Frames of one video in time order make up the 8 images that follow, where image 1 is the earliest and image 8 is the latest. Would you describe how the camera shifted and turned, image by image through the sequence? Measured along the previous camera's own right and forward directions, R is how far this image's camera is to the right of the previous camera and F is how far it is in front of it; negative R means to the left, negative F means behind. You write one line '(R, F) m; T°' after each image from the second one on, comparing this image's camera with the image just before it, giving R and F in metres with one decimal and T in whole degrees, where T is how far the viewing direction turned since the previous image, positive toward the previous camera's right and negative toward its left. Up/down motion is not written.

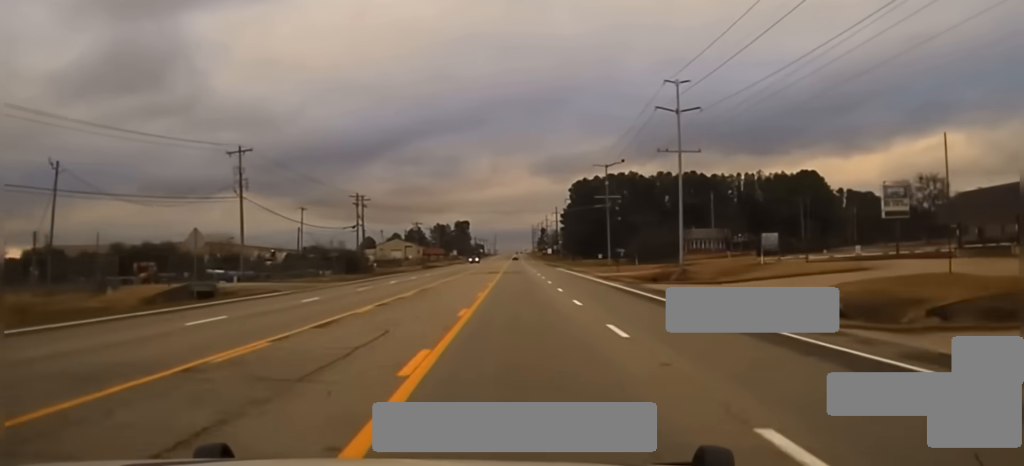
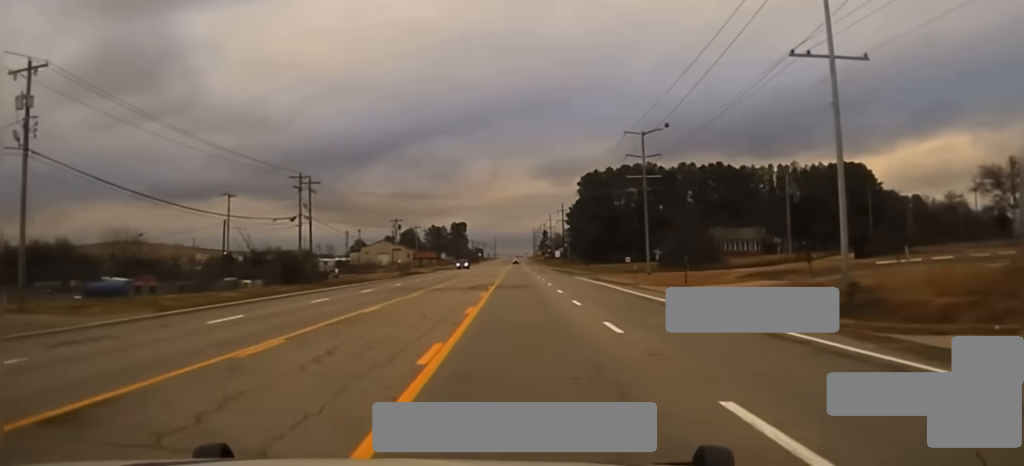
(0.0, +32.5) m; 0°
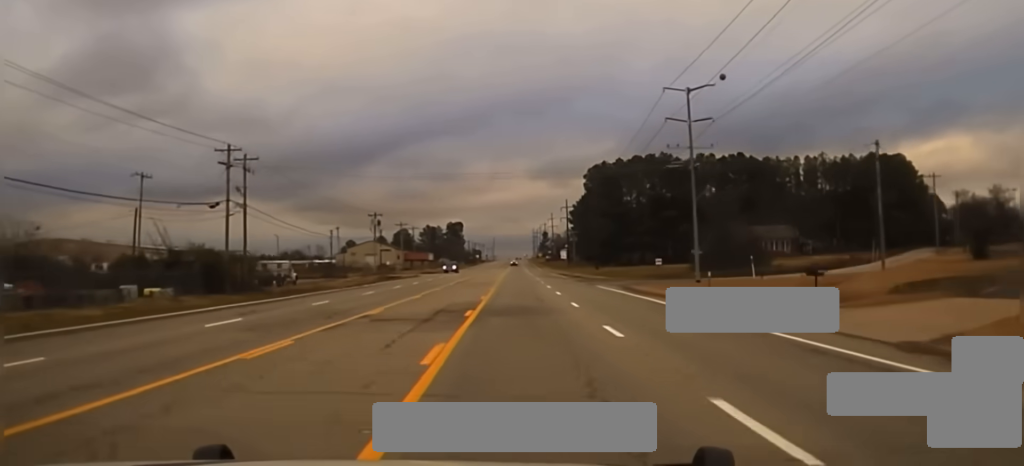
(0.0, +22.9) m; 0°
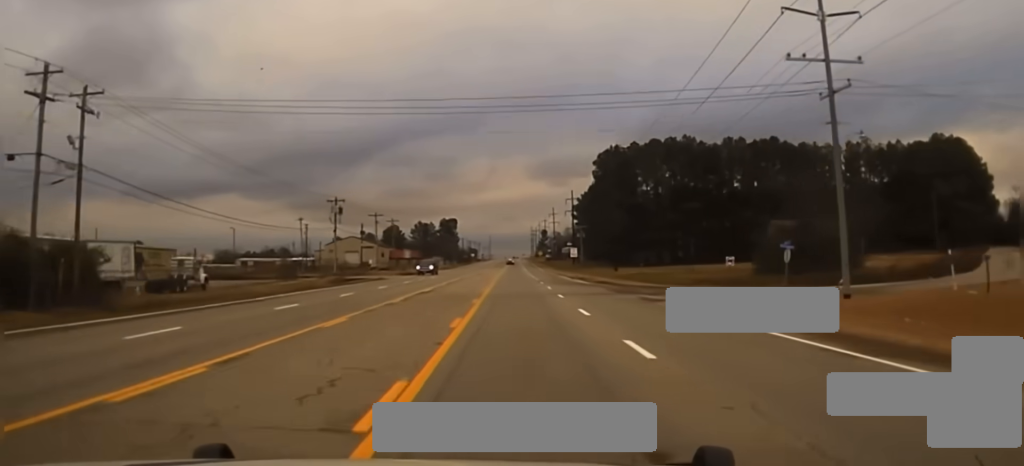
(0.0, +28.6) m; 0°
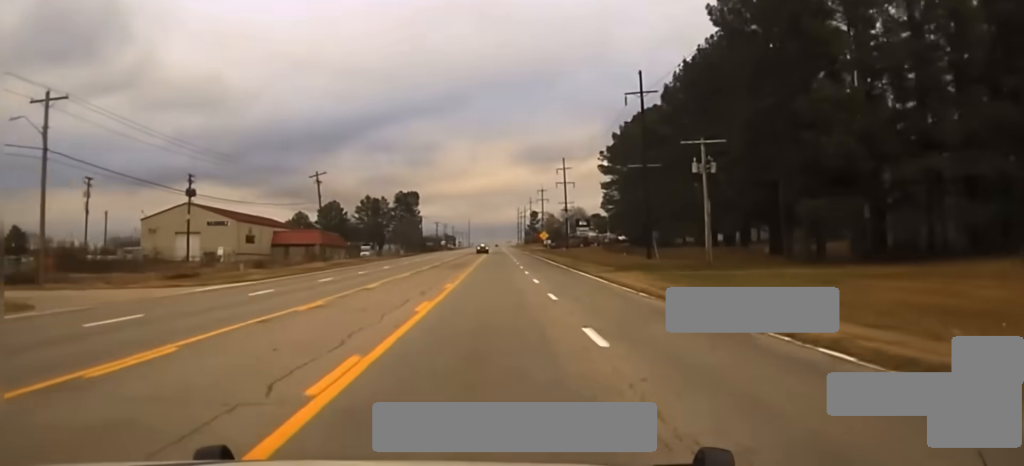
(+1.1, +130.2) m; +1°
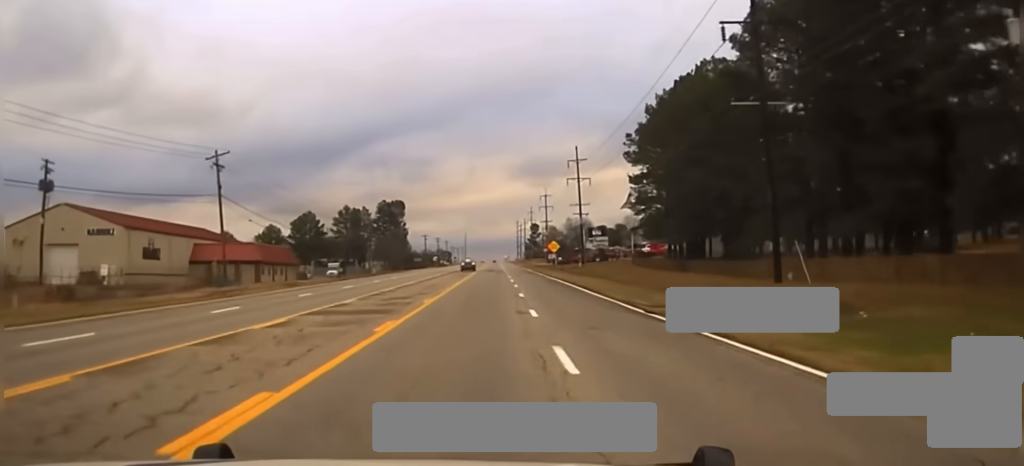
(+0.1, +43.8) m; 0°
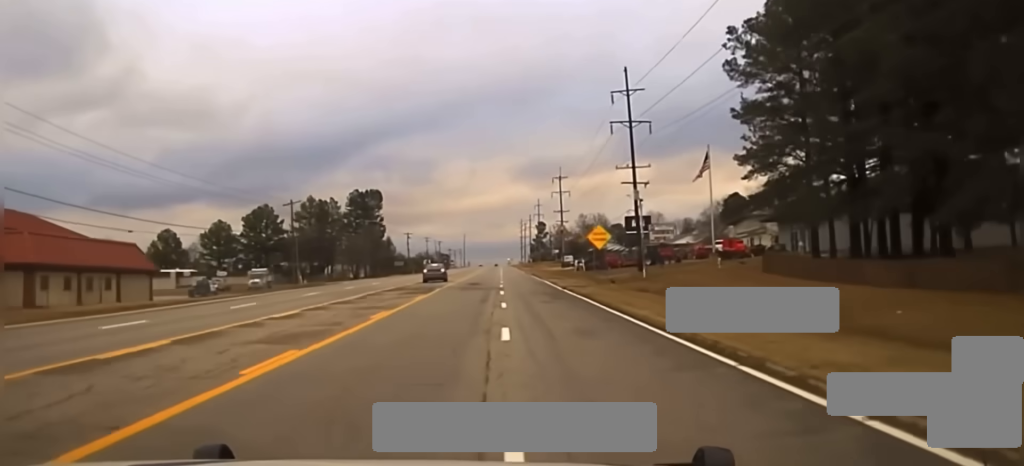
(0.0, +53.5) m; 0°
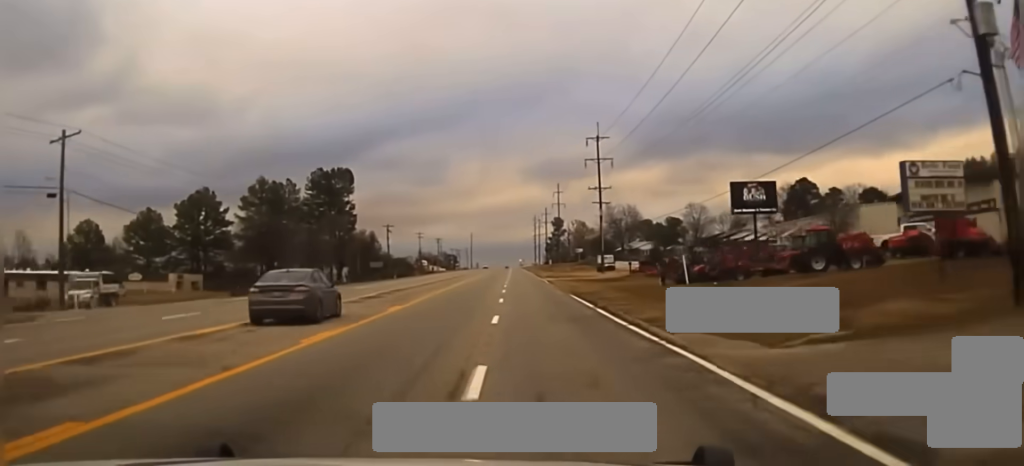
(-0.1, +49.6) m; -1°
